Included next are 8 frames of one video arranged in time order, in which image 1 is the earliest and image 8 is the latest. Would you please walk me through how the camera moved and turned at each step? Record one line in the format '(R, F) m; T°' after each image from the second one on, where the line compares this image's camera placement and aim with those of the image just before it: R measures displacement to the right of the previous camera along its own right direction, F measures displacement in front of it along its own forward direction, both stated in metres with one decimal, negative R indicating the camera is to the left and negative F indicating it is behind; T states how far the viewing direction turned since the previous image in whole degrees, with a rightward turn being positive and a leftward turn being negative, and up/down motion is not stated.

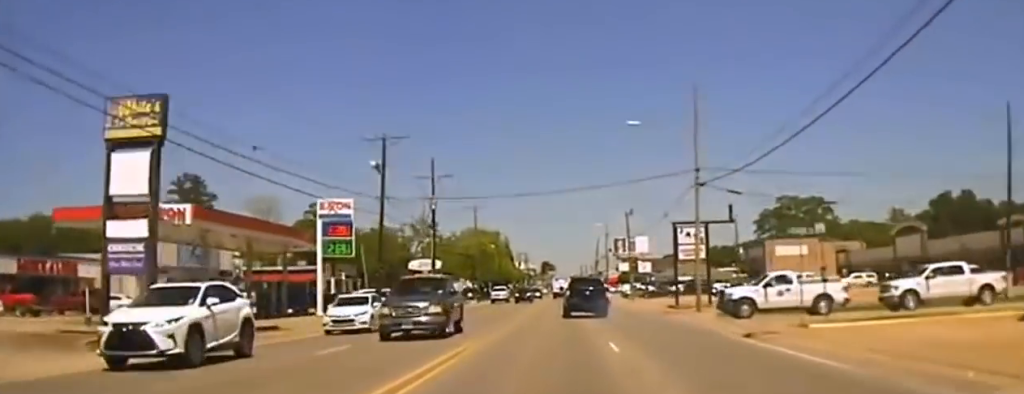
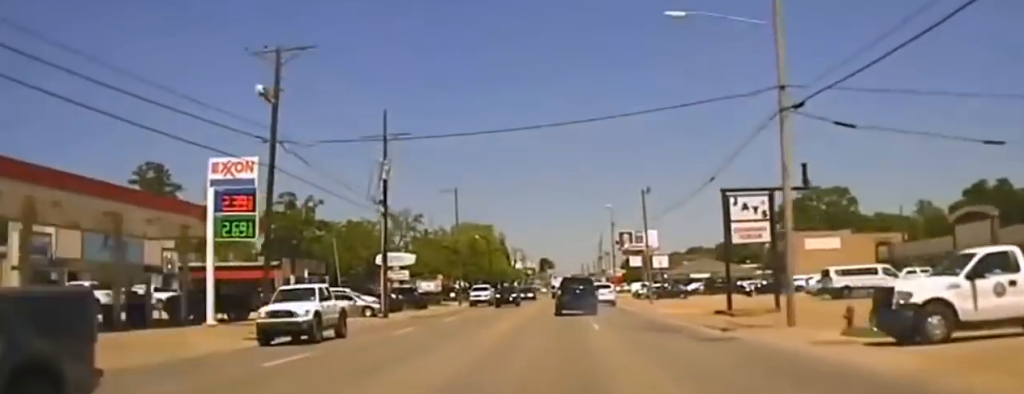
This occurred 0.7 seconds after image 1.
(+0.1, +25.6) m; 0°
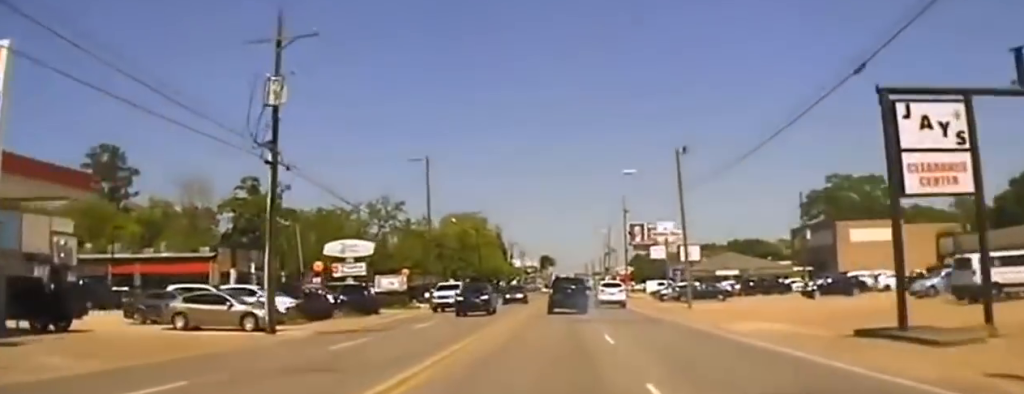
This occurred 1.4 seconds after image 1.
(0.0, +26.1) m; 0°
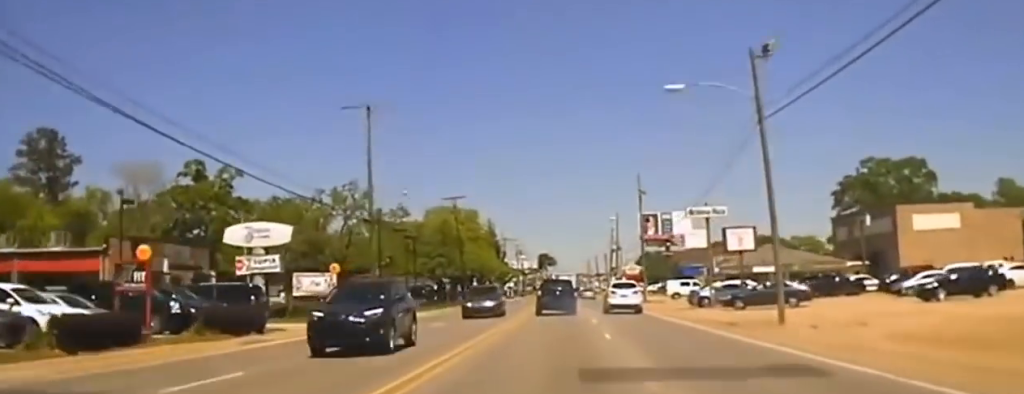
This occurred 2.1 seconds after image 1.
(0.0, +26.8) m; 0°
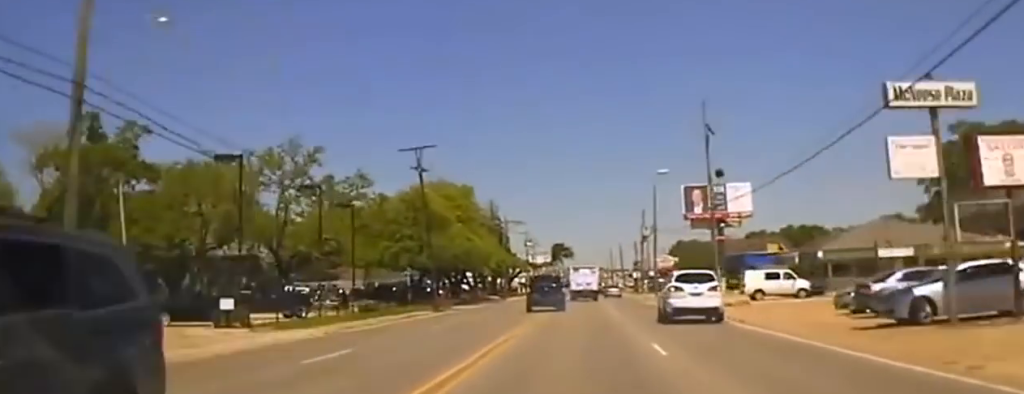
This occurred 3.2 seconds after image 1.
(0.0, +38.7) m; 0°
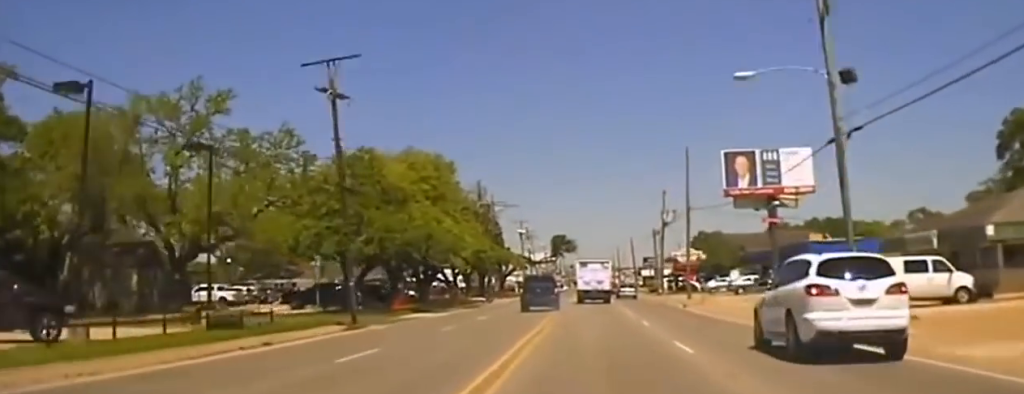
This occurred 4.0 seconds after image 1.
(0.0, +27.0) m; 0°
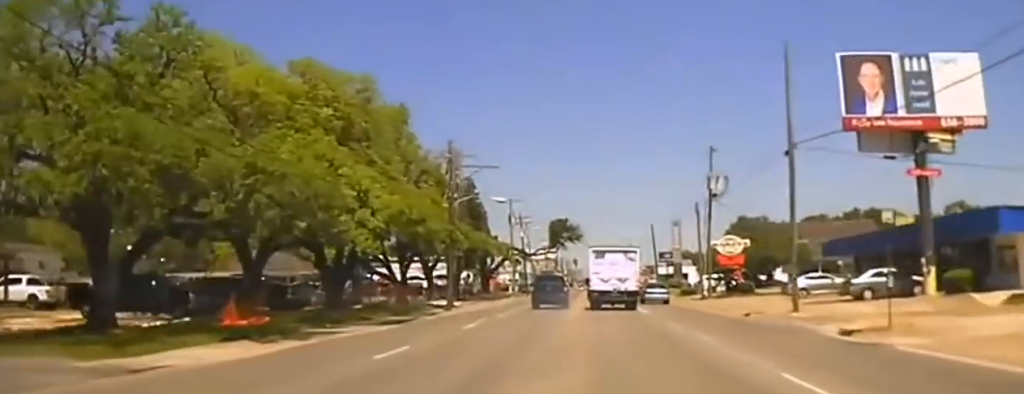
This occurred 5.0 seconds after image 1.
(0.0, +33.4) m; 0°
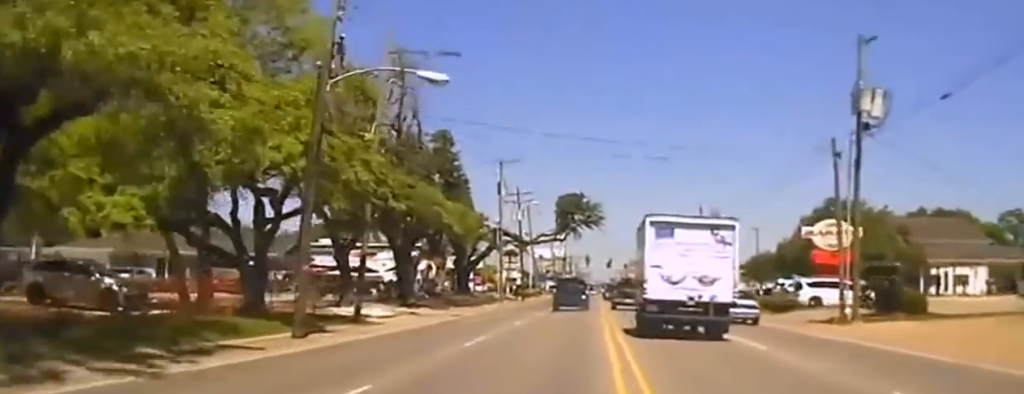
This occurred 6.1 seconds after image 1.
(0.0, +33.5) m; 0°
